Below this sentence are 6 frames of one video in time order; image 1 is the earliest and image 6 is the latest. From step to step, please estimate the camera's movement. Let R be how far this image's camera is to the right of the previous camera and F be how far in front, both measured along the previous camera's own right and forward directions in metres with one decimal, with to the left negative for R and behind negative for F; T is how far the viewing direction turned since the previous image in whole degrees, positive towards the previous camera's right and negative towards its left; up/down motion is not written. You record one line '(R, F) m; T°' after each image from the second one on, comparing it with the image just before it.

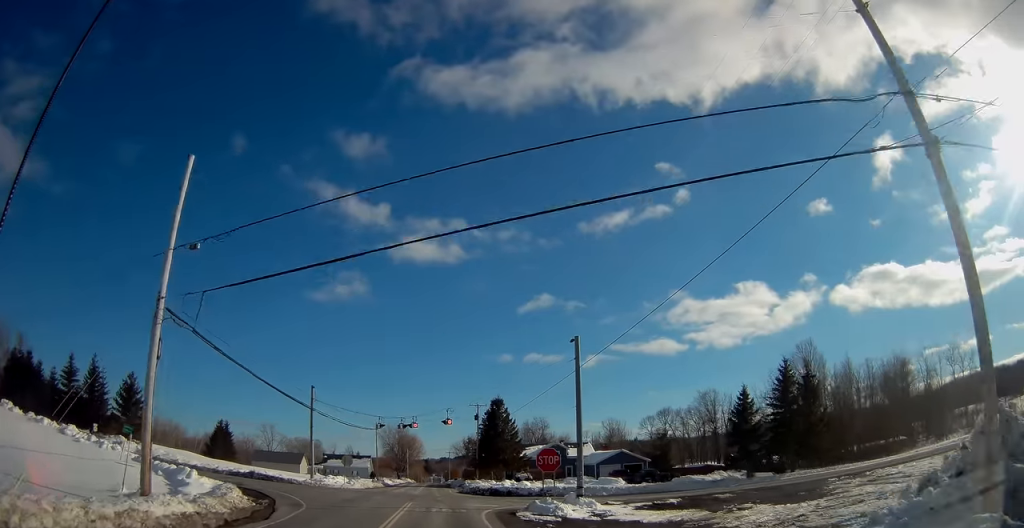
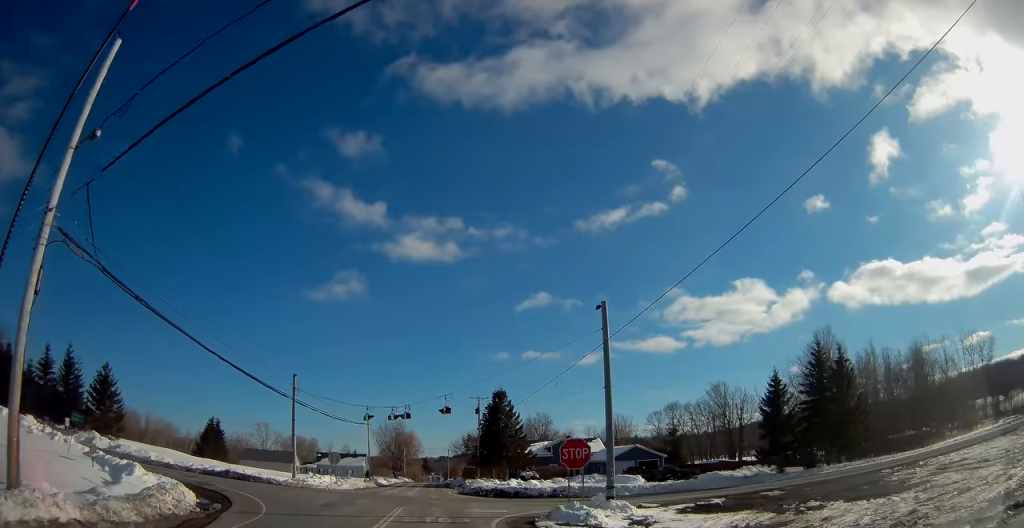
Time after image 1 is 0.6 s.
(0.0, +5.8) m; 0°
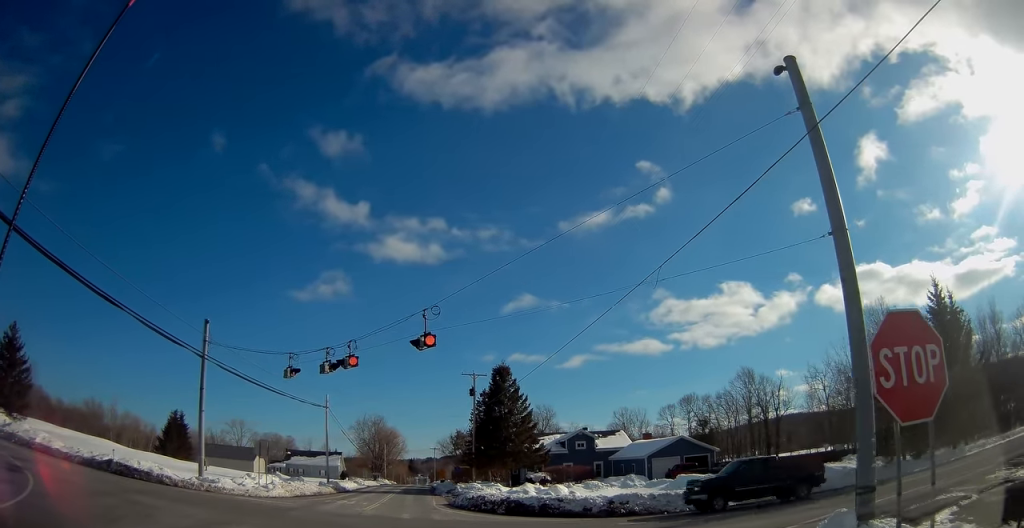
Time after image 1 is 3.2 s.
(-0.2, +15.7) m; +1°
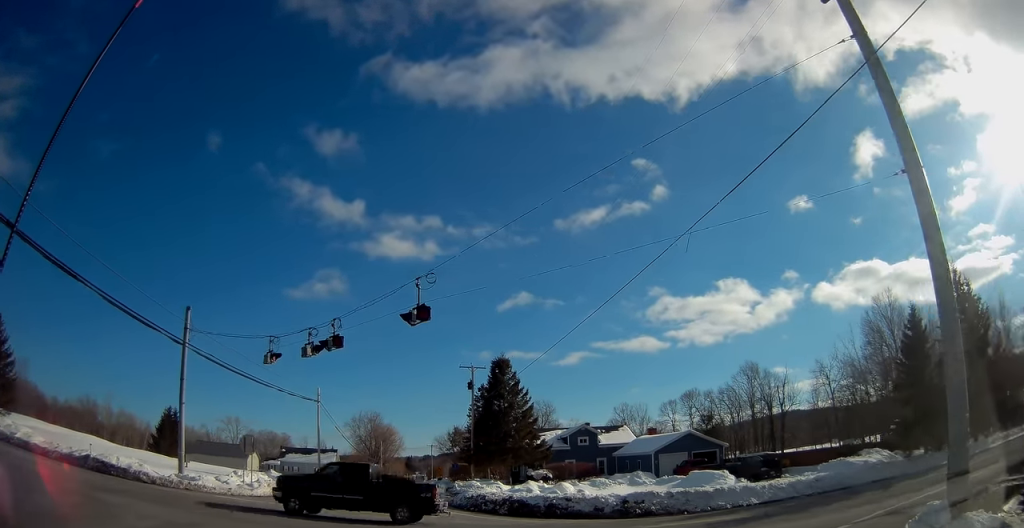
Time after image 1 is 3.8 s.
(+0.1, +1.7) m; +4°
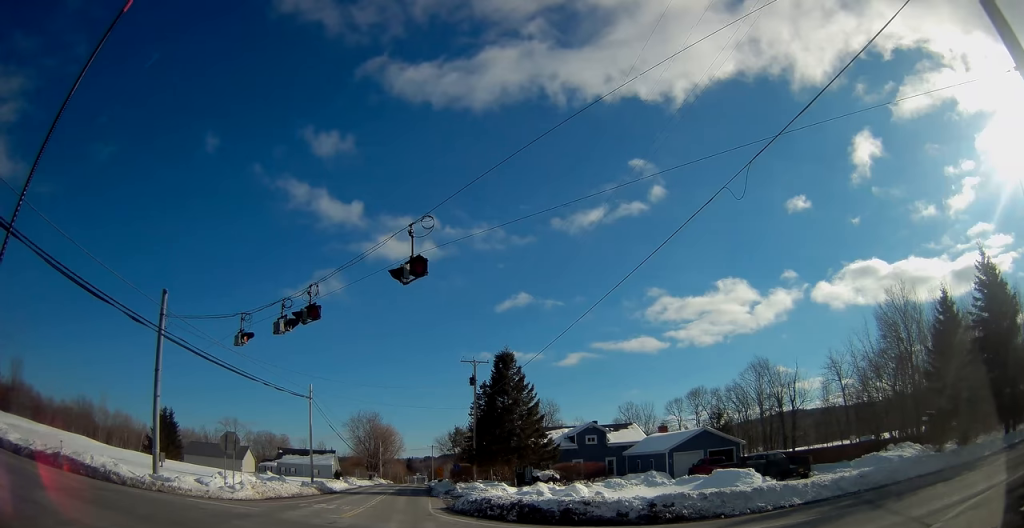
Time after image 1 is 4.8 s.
(+0.1, +2.1) m; +3°
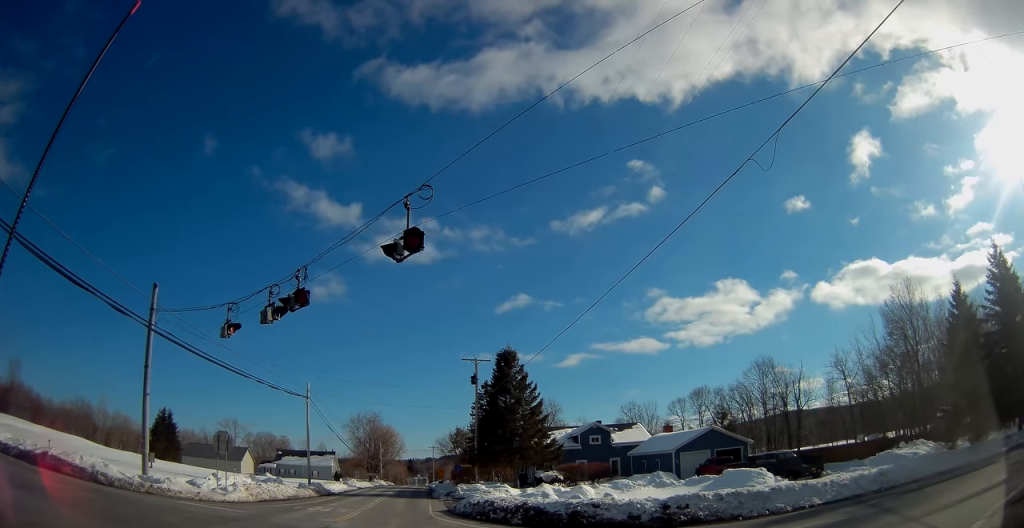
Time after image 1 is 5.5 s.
(0.0, +0.8) m; 0°
